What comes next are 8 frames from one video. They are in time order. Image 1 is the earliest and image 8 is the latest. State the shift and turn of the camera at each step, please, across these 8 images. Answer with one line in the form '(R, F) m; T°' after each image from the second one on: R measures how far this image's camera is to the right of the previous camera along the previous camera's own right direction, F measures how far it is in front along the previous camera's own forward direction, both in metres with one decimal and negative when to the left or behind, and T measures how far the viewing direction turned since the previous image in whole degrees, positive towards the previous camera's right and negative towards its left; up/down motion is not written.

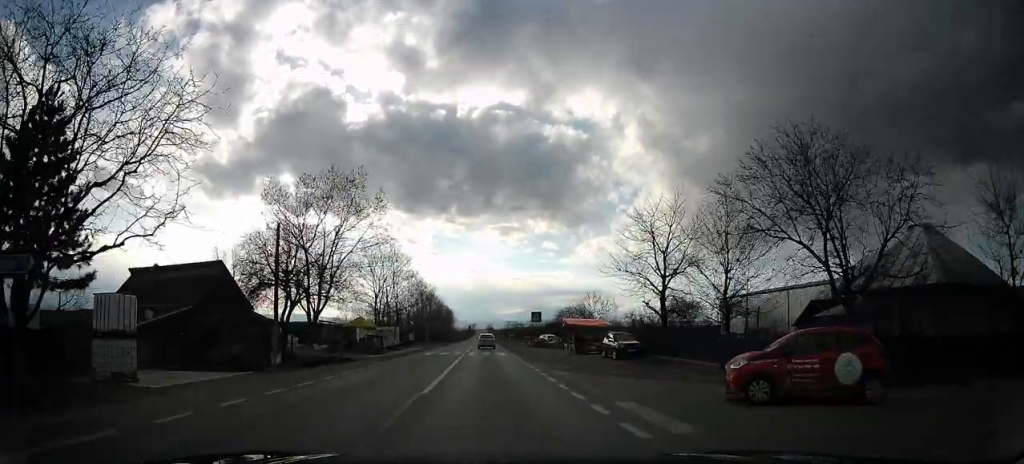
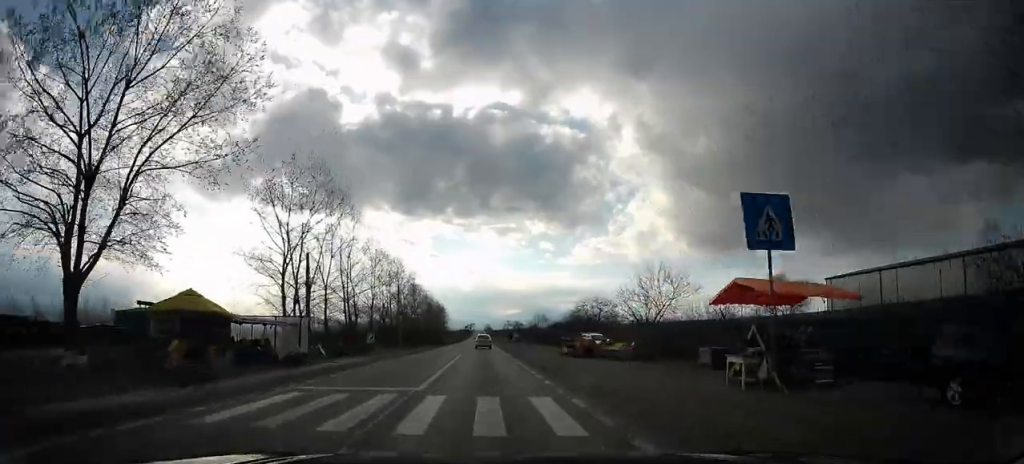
(+0.8, +25.4) m; +1°
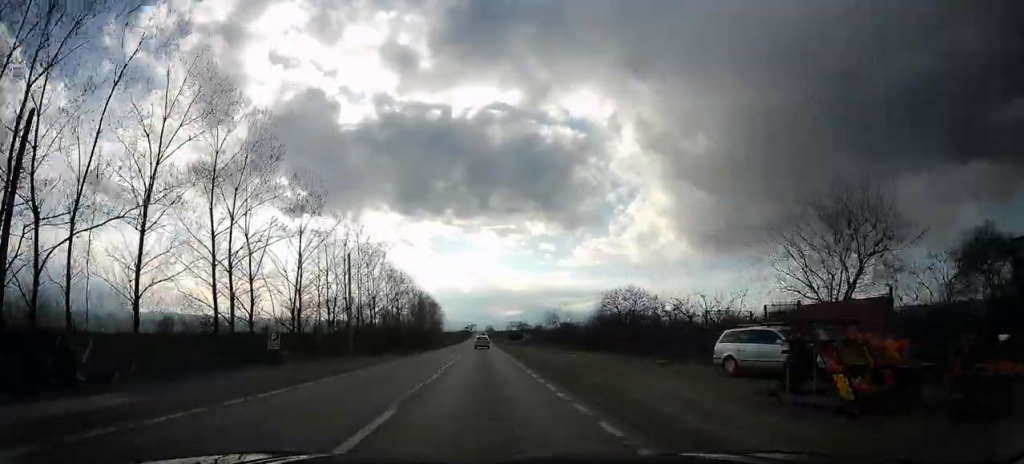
(-0.2, +22.7) m; 0°
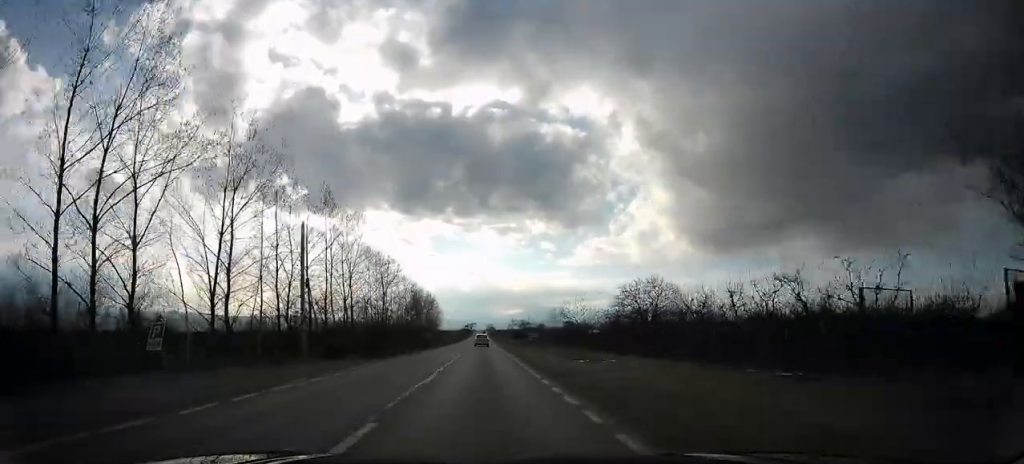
(0.0, +10.3) m; +1°
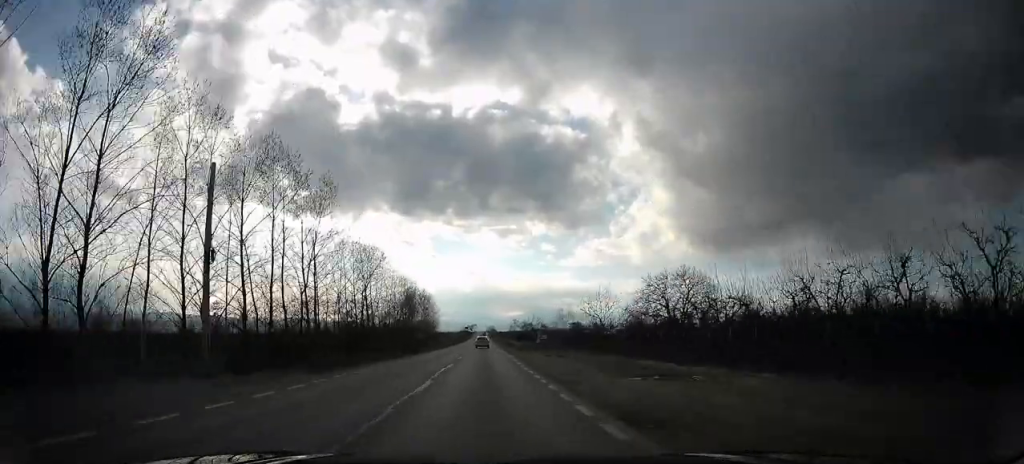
(+0.1, +10.4) m; +1°
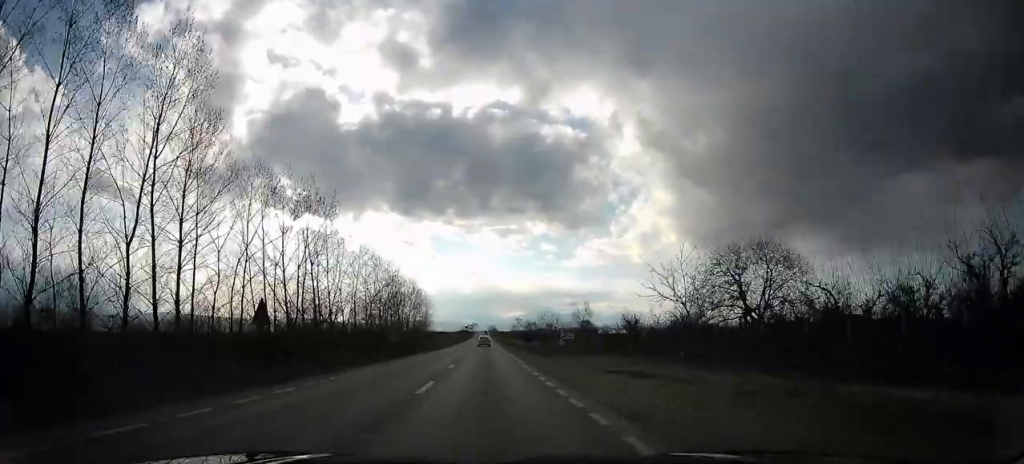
(+0.4, +17.7) m; 0°
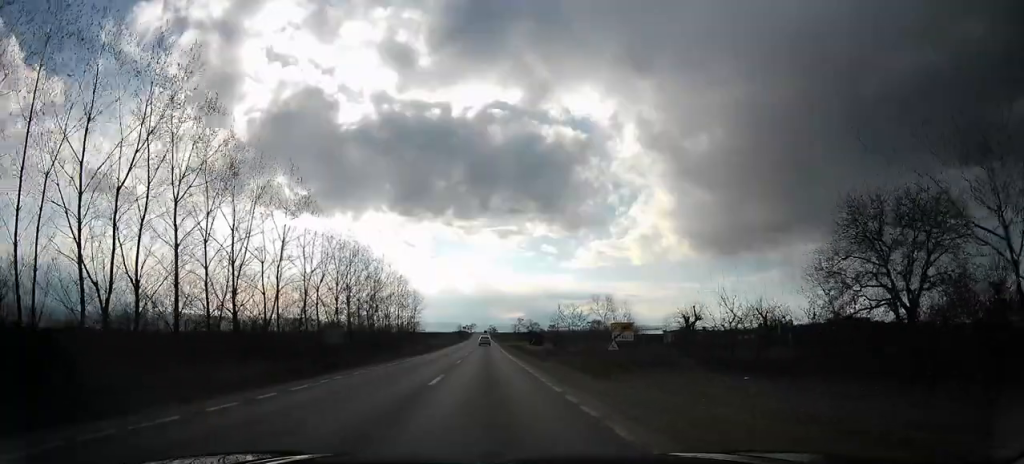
(-0.3, +17.9) m; -3°
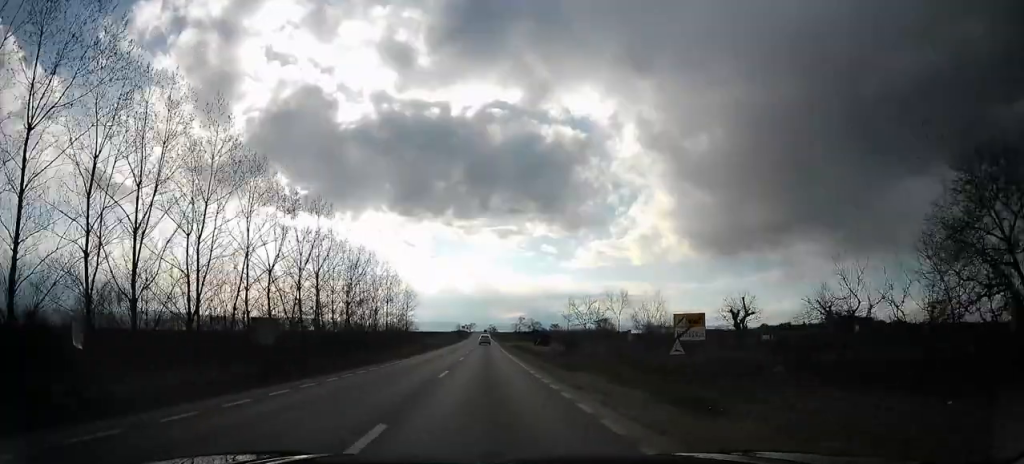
(-0.3, +9.1) m; -1°
